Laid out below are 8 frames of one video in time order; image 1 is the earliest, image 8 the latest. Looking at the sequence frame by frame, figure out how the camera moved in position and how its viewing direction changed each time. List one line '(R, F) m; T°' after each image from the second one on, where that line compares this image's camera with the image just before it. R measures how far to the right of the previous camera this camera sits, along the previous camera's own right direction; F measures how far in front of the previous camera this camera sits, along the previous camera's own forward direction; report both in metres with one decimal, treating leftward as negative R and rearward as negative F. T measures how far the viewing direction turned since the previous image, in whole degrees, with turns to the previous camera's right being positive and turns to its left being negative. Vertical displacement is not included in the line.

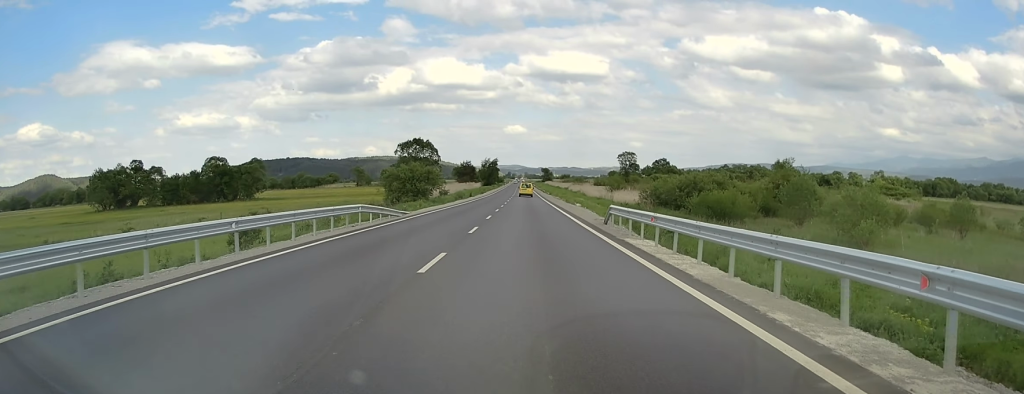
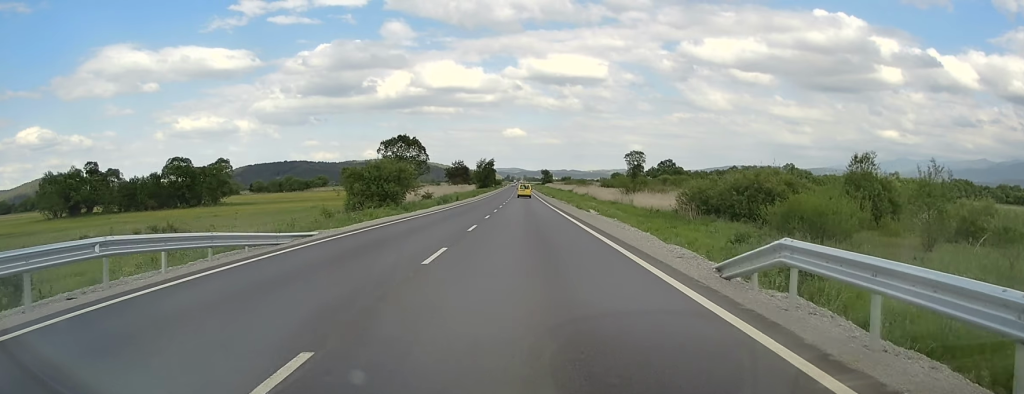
(+0.1, +17.1) m; 0°
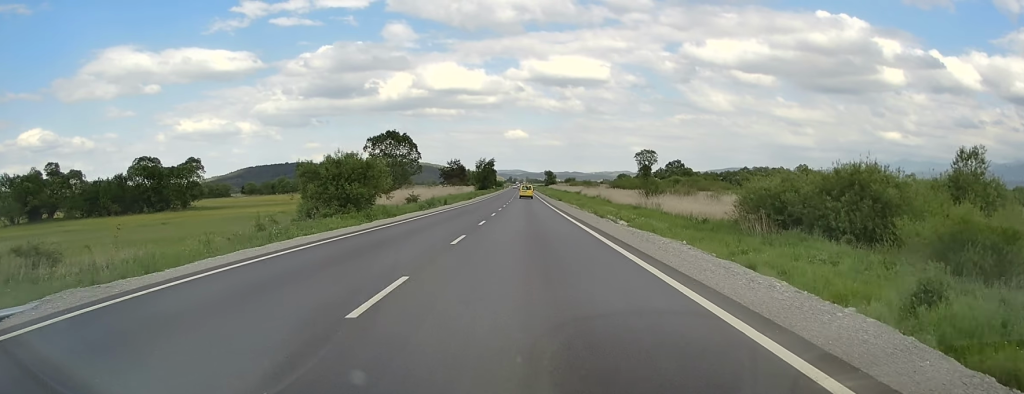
(+0.2, +13.7) m; 0°
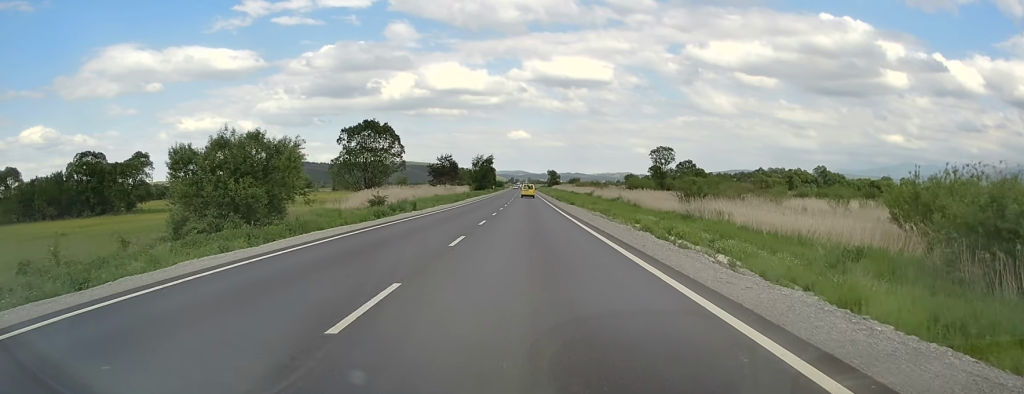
(-0.3, +18.8) m; -1°
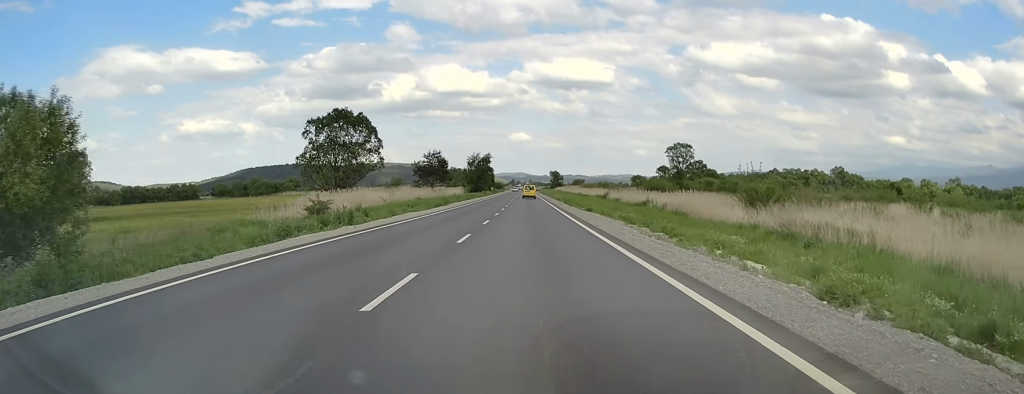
(-0.1, +17.1) m; 0°
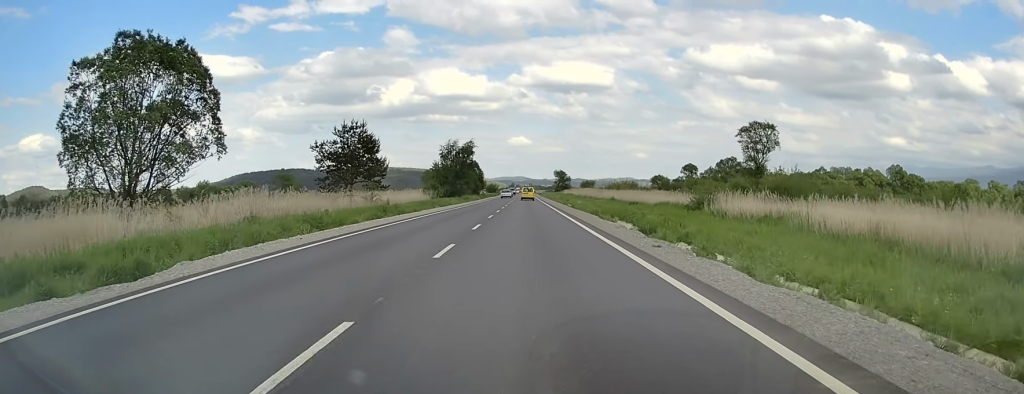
(+0.6, +48.8) m; +1°
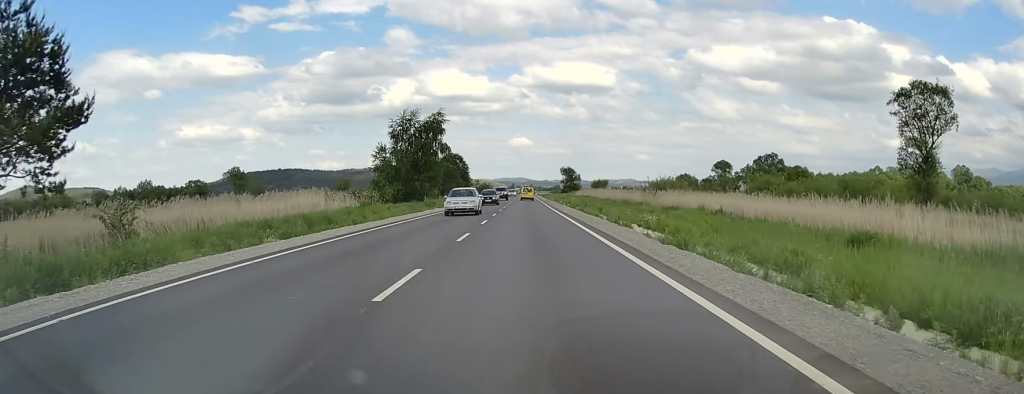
(-0.5, +41.0) m; -1°
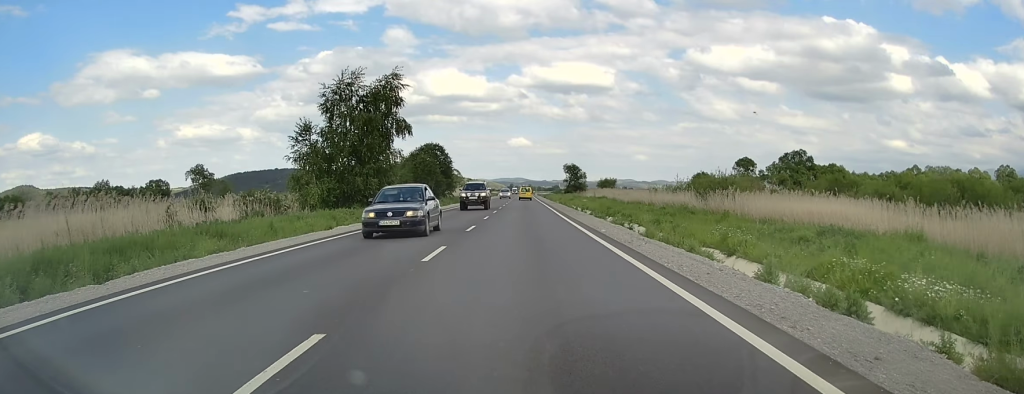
(0.0, +23.1) m; 0°
